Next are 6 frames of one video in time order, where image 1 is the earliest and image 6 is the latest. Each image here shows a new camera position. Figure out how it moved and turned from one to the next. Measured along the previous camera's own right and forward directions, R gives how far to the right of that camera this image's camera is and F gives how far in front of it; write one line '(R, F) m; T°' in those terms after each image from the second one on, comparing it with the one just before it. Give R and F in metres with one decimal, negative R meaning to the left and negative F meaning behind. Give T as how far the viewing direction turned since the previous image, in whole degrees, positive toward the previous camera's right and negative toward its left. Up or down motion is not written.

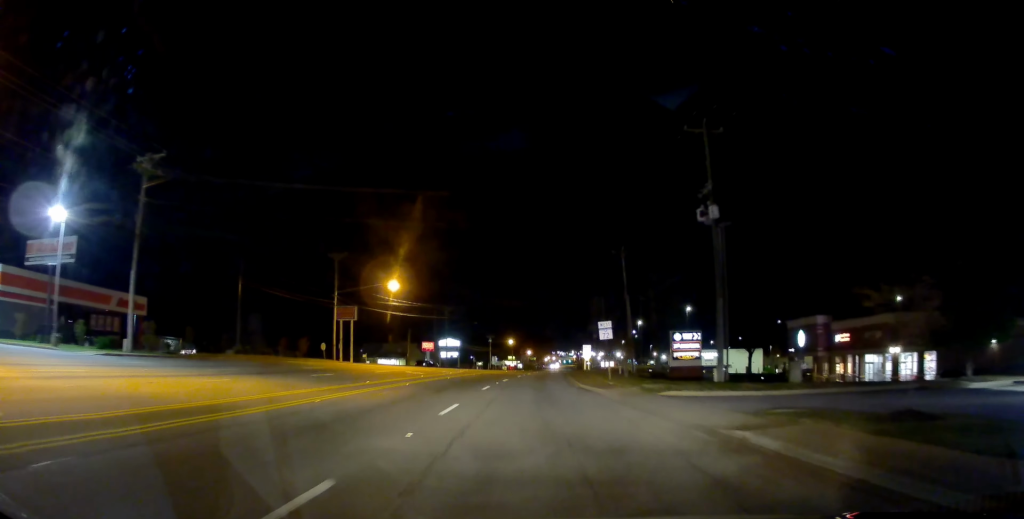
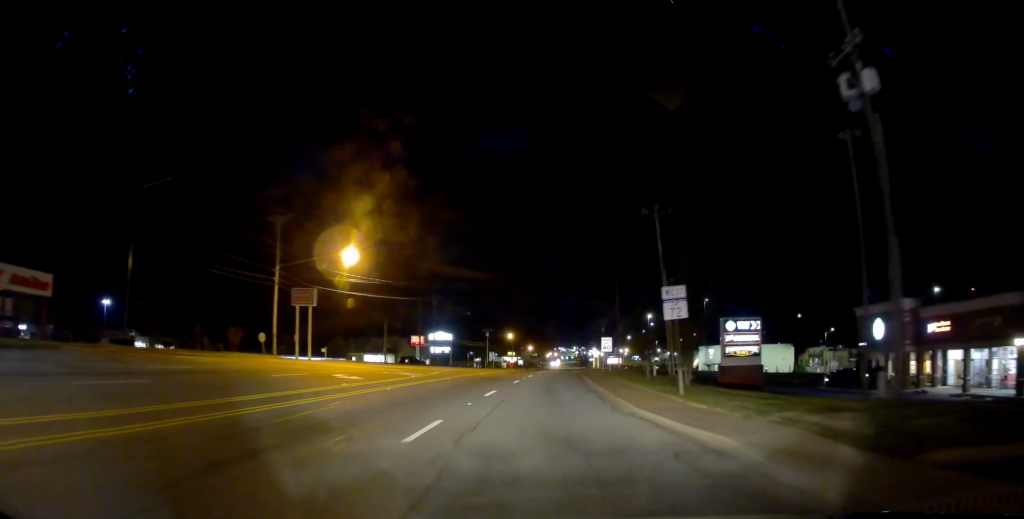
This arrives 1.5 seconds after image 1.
(+0.9, +15.5) m; 0°
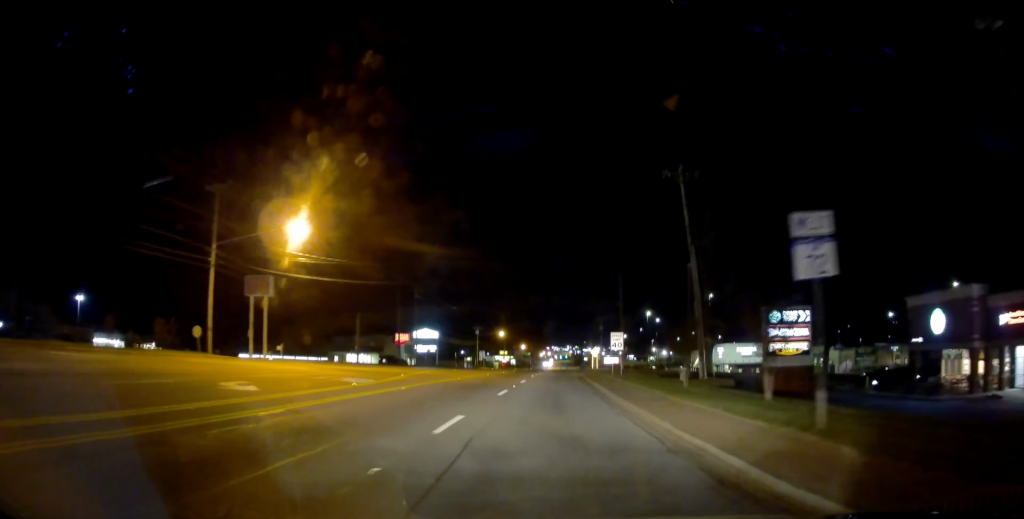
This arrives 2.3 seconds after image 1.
(-0.6, +9.7) m; -3°
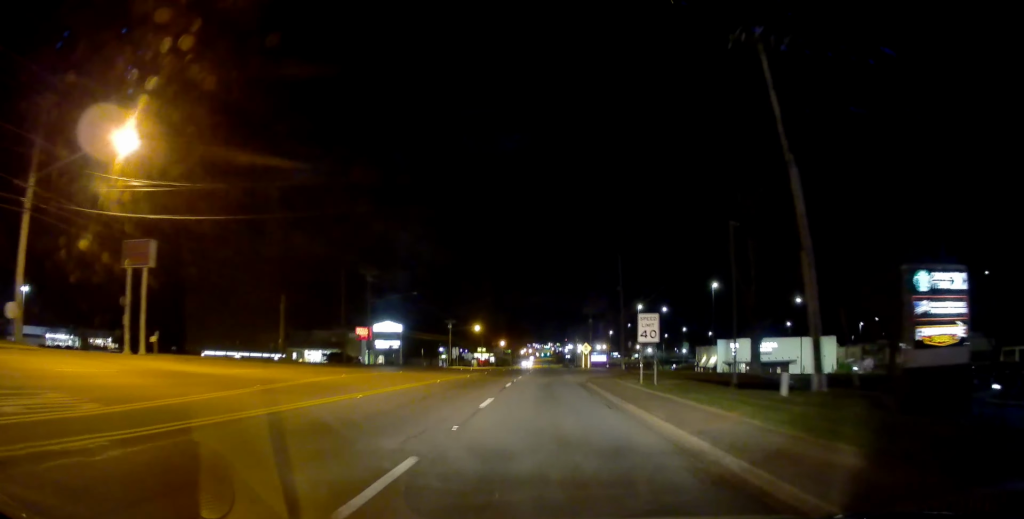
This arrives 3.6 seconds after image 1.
(+0.5, +16.2) m; +4°
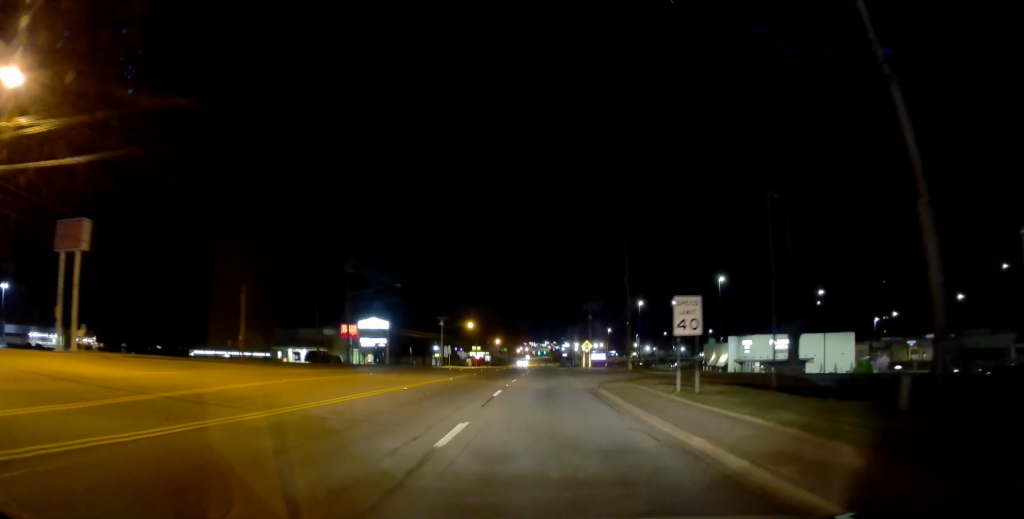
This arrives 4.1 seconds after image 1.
(+0.4, +6.9) m; +1°
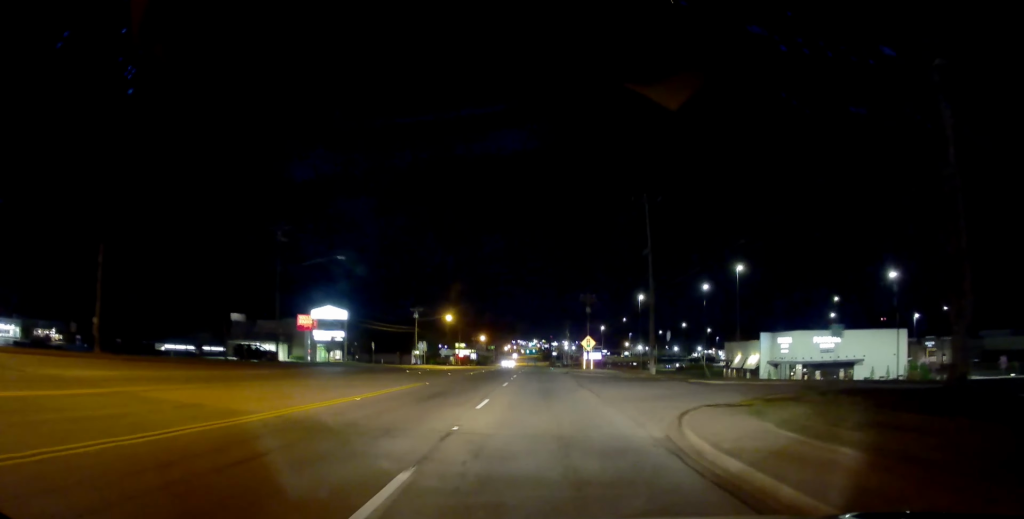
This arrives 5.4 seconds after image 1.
(-0.3, +17.1) m; 0°
